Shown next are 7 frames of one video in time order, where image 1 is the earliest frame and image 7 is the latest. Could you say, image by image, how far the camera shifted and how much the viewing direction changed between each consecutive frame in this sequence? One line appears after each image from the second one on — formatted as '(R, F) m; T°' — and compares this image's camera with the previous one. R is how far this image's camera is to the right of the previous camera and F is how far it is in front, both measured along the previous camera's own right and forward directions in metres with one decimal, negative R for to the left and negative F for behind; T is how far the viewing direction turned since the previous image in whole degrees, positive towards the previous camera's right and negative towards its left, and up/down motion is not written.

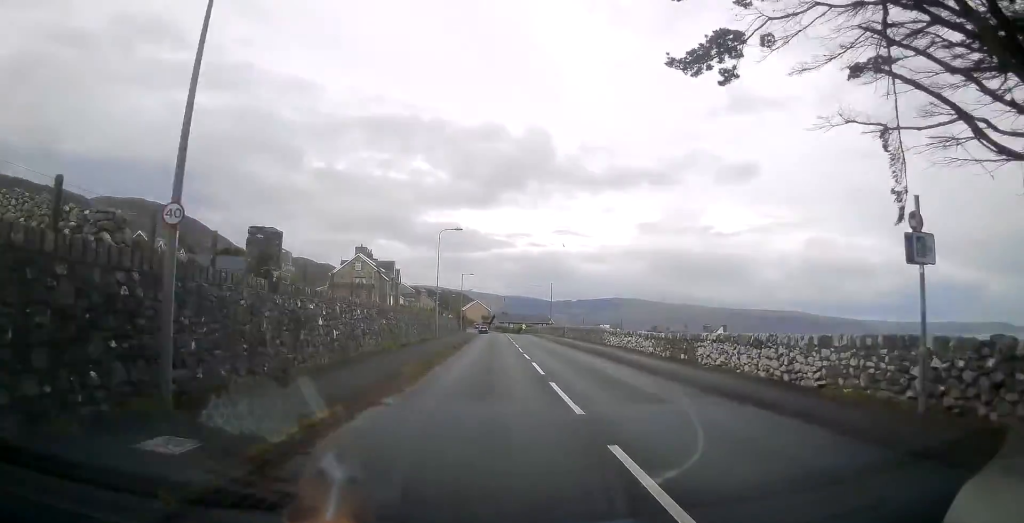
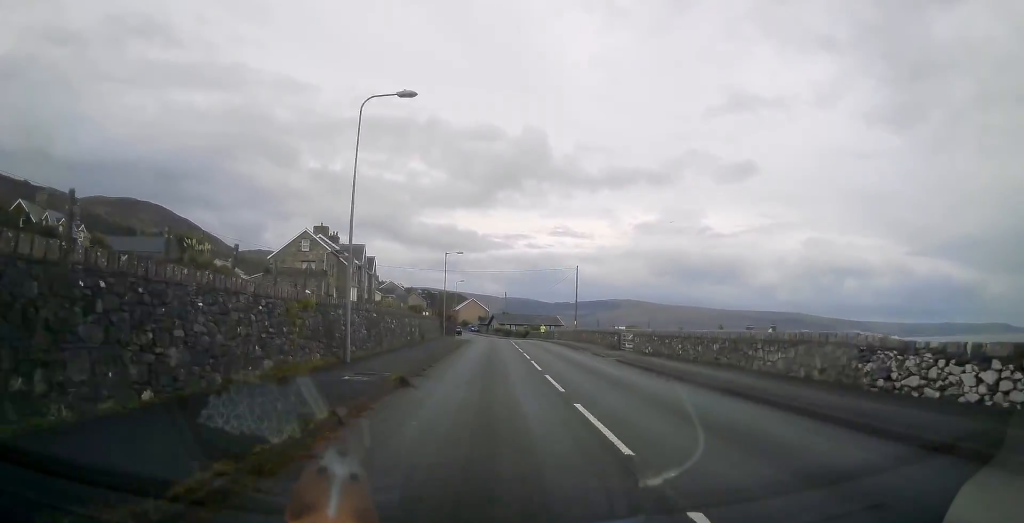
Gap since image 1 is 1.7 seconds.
(0.0, +27.8) m; +1°
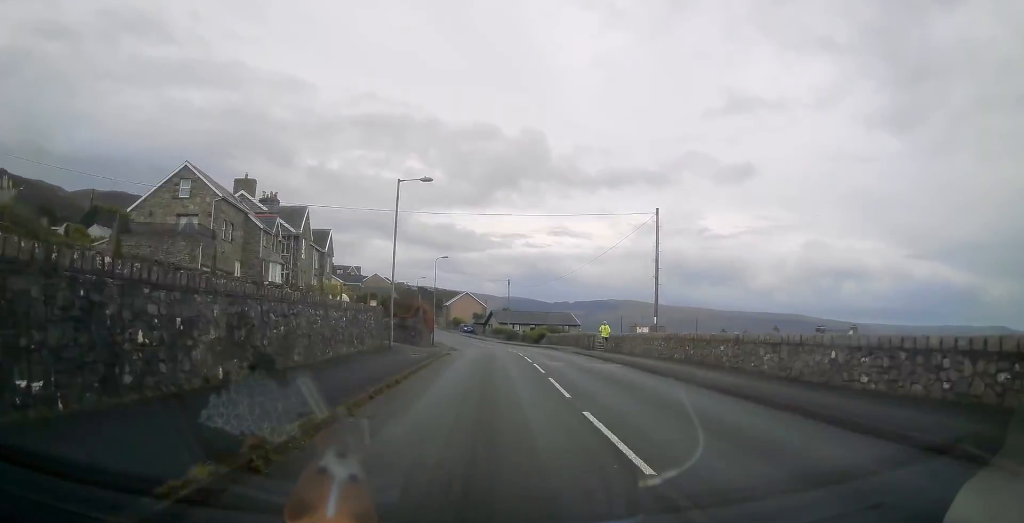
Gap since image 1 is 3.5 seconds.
(0.0, +29.9) m; -1°
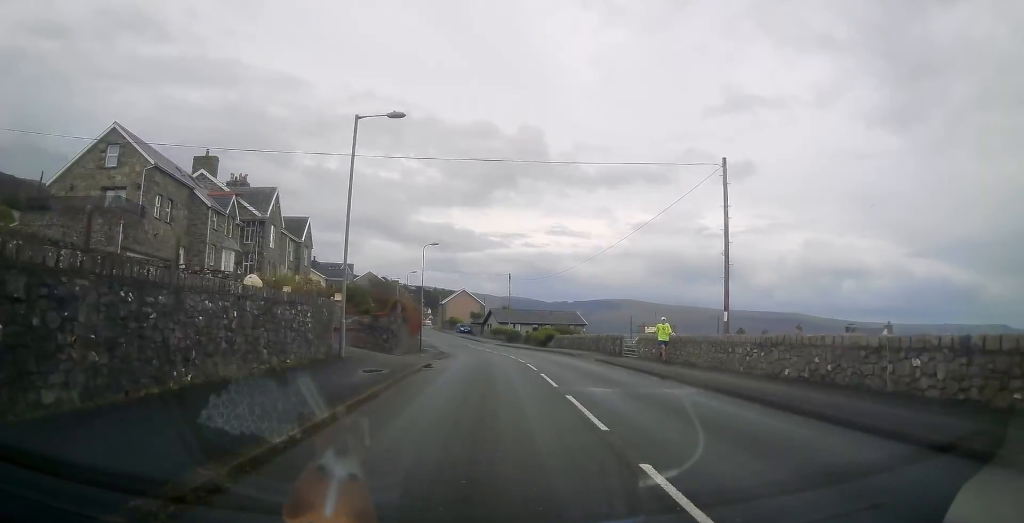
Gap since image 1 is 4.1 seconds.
(0.0, +9.4) m; 0°
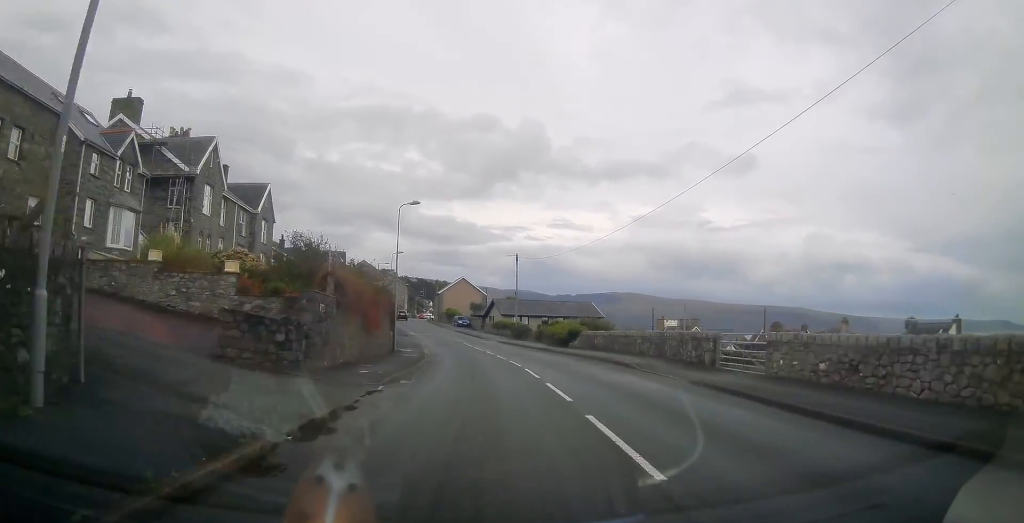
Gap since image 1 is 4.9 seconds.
(0.0, +14.3) m; 0°
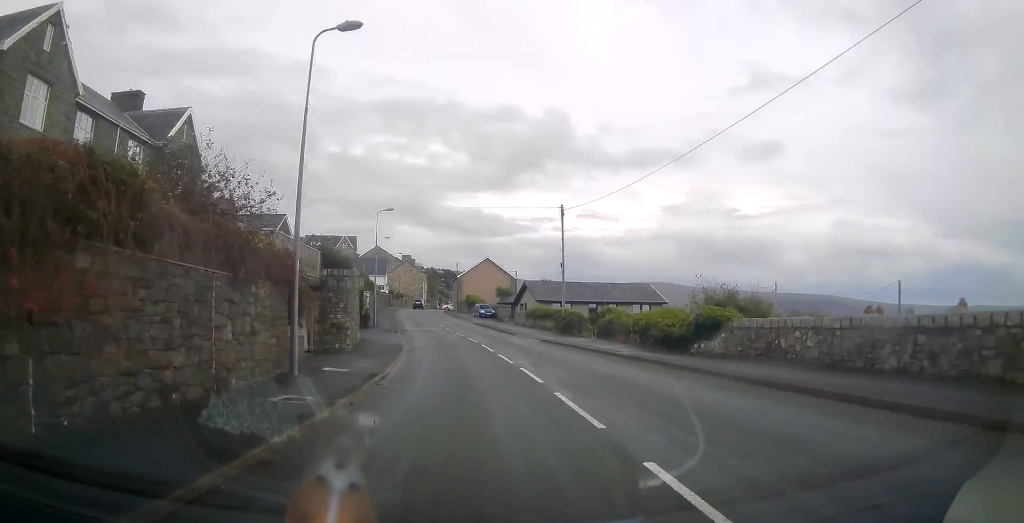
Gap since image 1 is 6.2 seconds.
(-0.3, +20.7) m; -3°
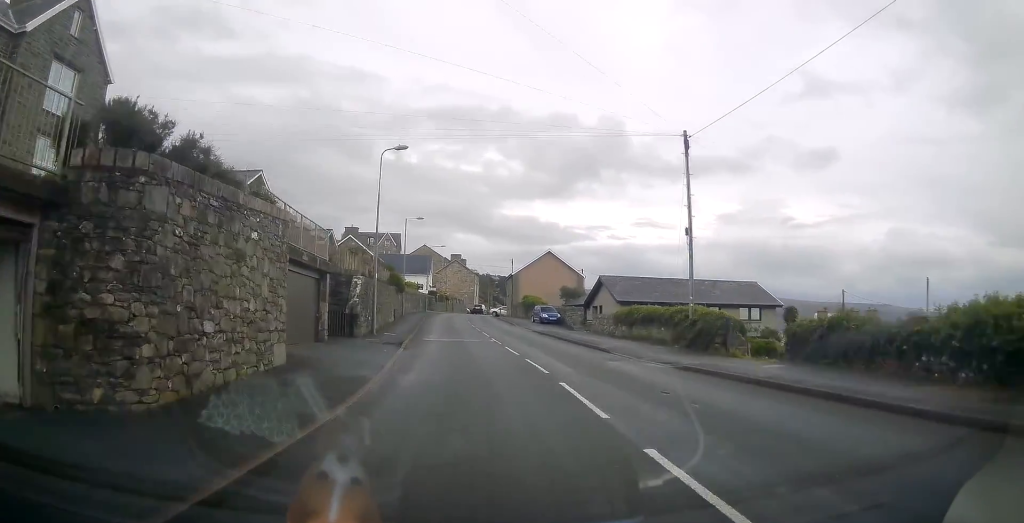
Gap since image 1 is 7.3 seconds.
(-0.6, +16.7) m; -4°
